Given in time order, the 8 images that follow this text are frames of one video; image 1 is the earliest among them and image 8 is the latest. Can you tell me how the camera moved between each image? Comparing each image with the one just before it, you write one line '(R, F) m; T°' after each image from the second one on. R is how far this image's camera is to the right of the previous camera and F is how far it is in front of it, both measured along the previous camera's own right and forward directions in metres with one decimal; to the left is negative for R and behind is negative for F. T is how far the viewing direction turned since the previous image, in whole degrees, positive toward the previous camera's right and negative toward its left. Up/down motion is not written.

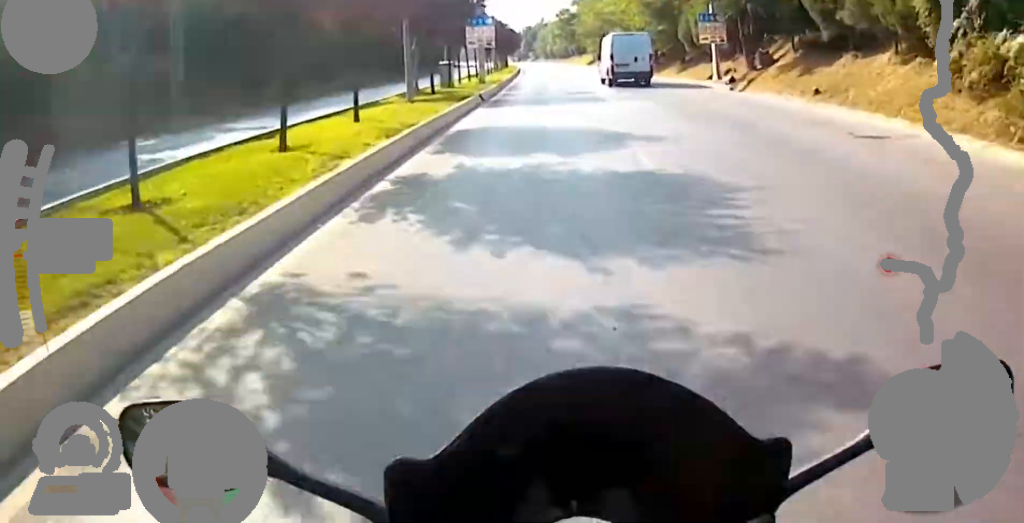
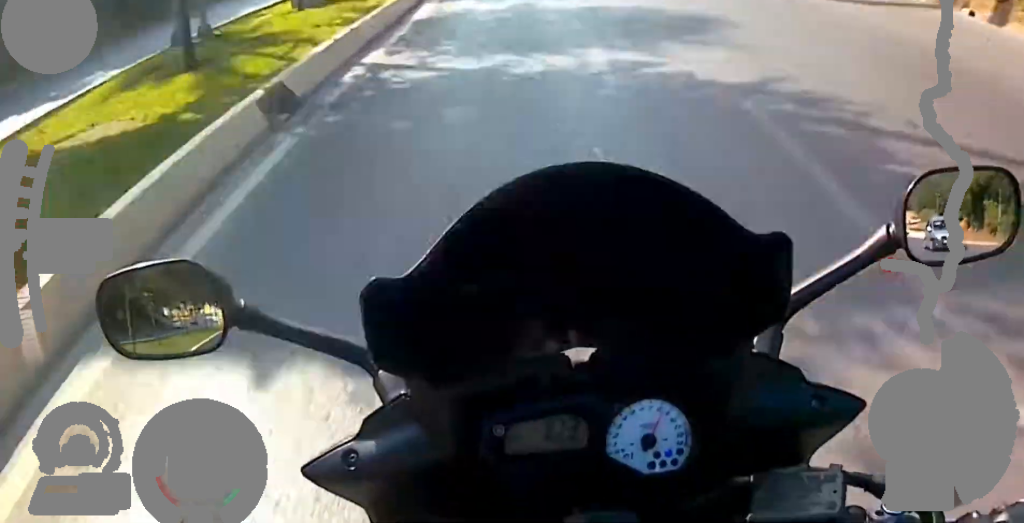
(0.0, +28.0) m; 0°
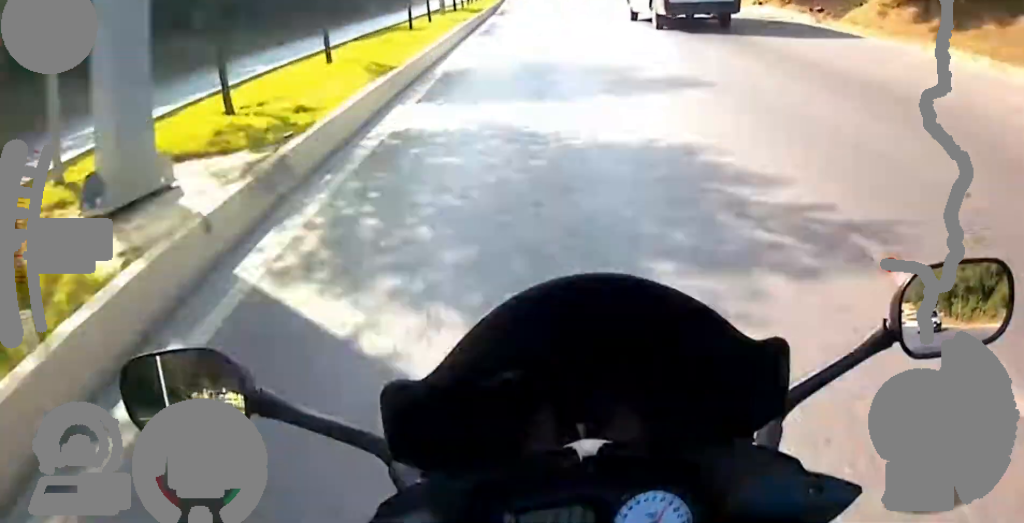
(-0.1, +17.7) m; 0°
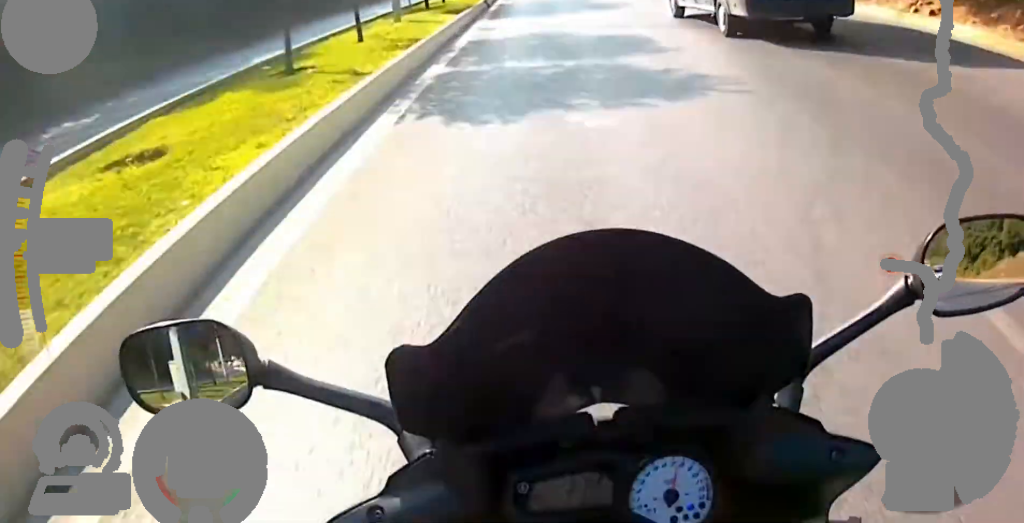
(-0.1, +19.3) m; 0°
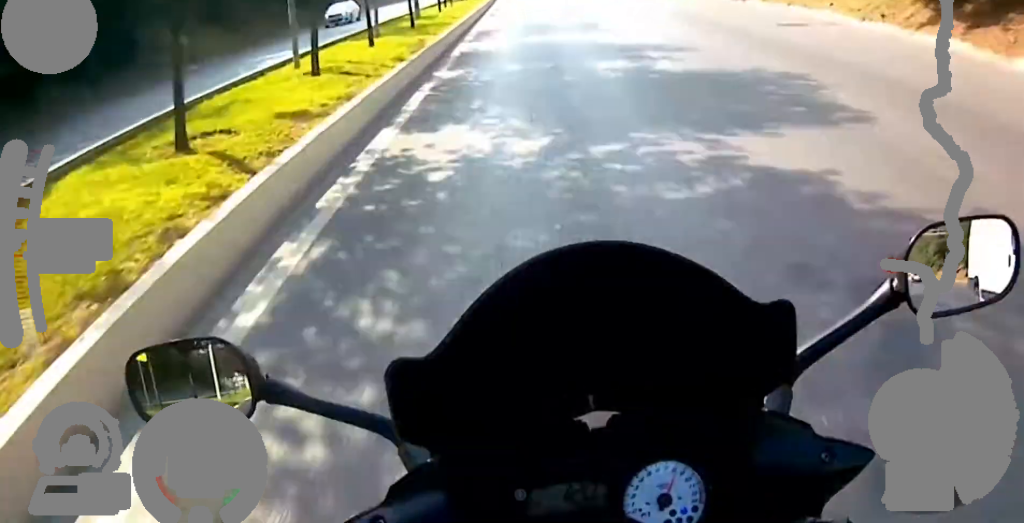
(0.0, +49.2) m; 0°
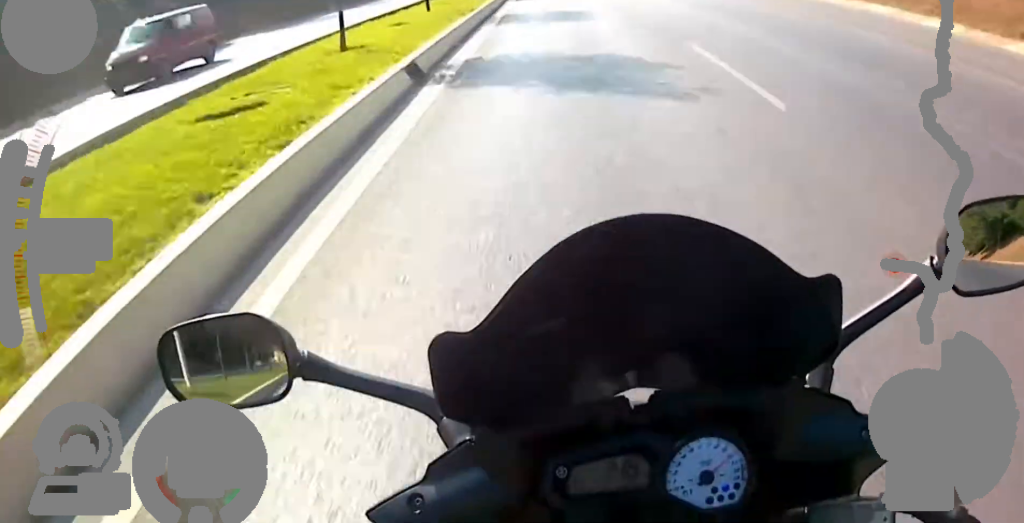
(0.0, +94.2) m; 0°
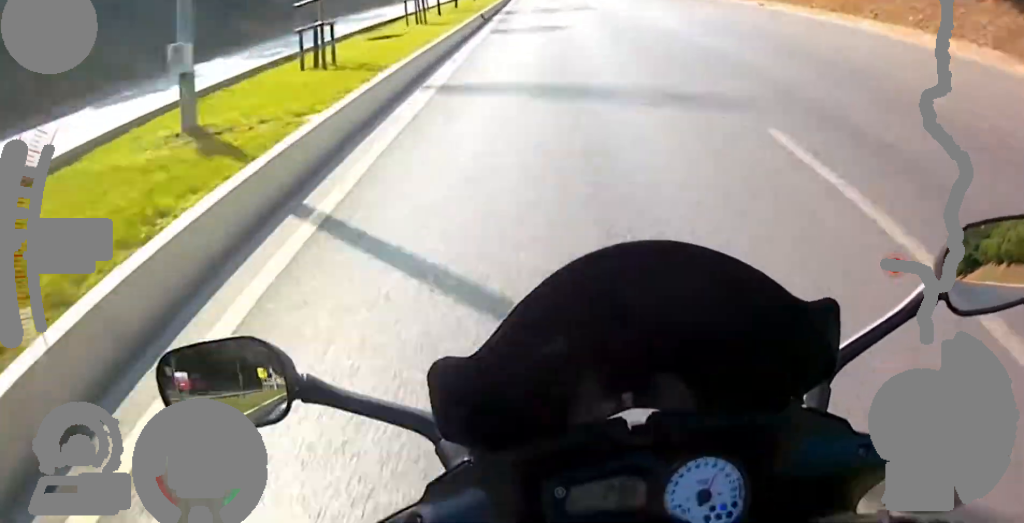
(+0.2, +31.3) m; +1°
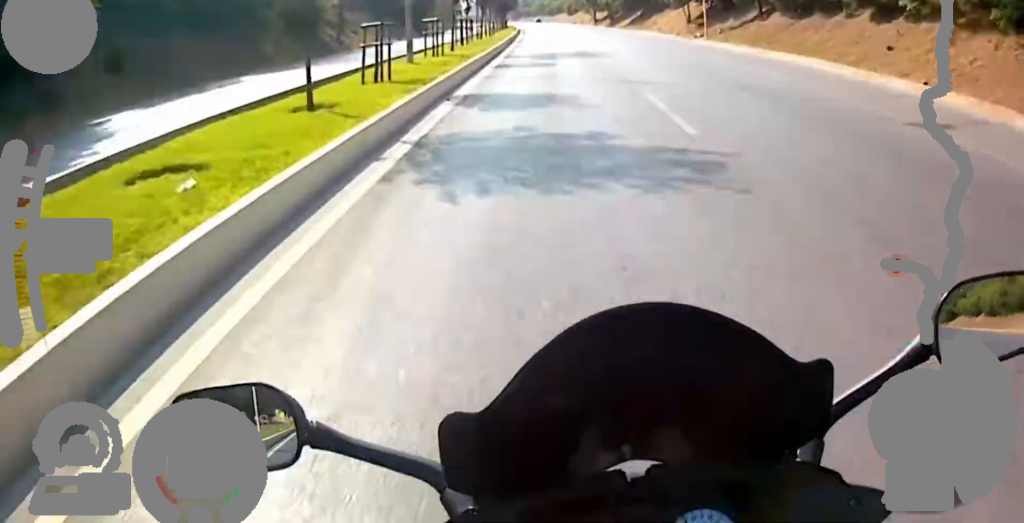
(+0.2, +33.7) m; 0°
